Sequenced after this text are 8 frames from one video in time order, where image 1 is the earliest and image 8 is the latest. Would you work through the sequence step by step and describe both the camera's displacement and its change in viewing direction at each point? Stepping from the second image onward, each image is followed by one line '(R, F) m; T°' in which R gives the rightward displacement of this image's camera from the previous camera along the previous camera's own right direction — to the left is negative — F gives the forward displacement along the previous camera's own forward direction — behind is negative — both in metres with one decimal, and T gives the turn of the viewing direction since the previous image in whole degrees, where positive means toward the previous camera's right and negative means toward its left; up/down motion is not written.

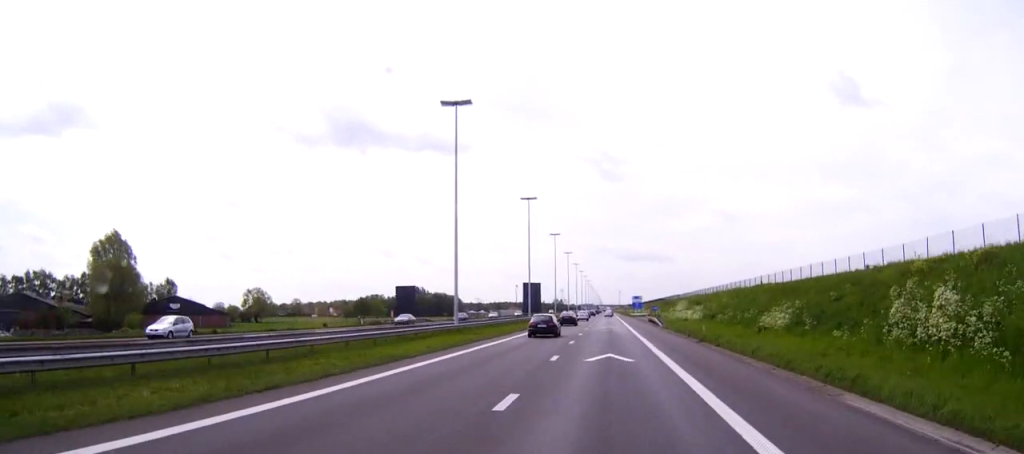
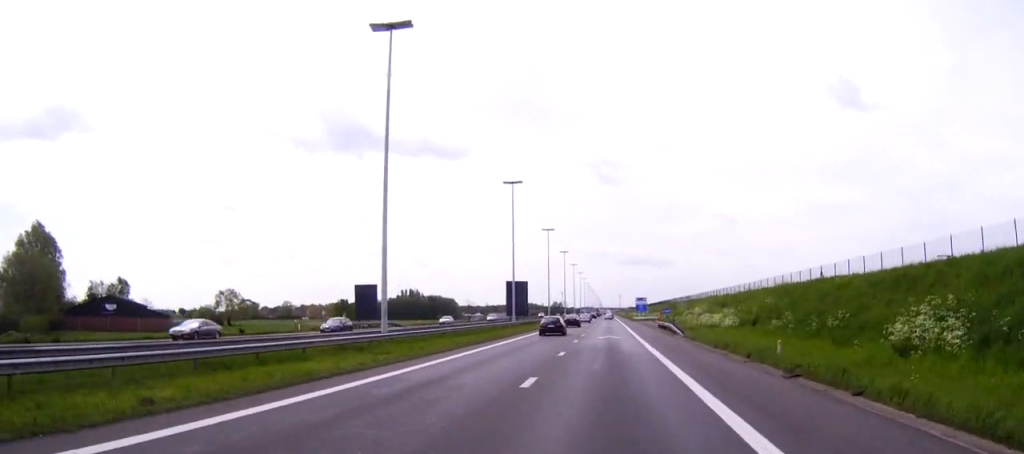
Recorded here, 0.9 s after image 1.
(0.0, +20.8) m; 0°
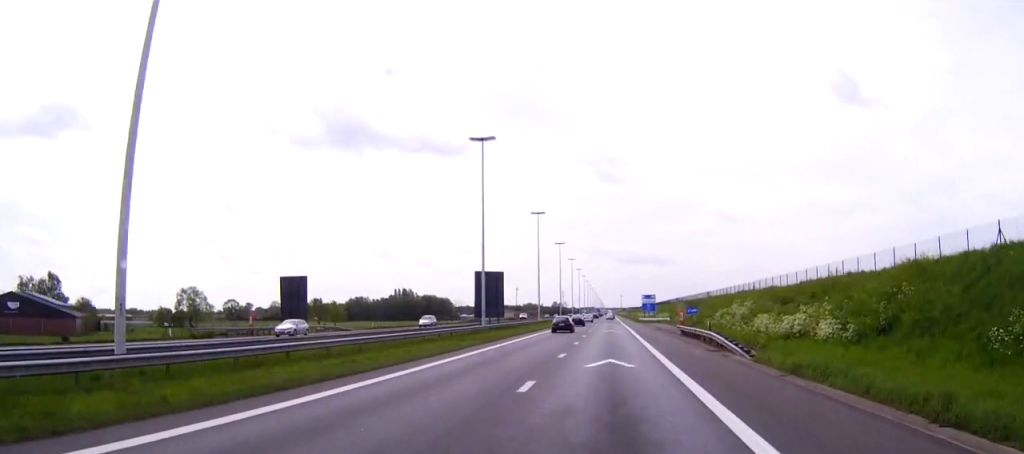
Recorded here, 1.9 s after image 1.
(0.0, +25.7) m; 0°
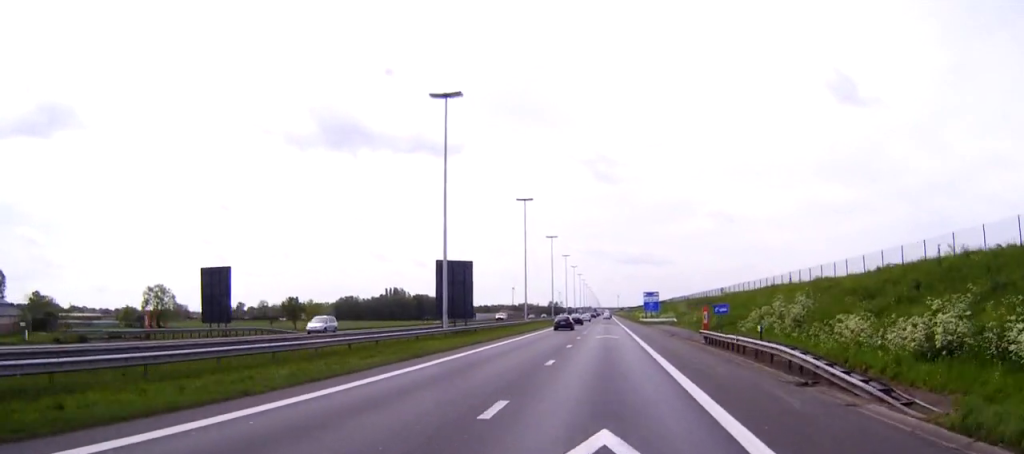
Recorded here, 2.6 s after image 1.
(0.0, +16.8) m; 0°
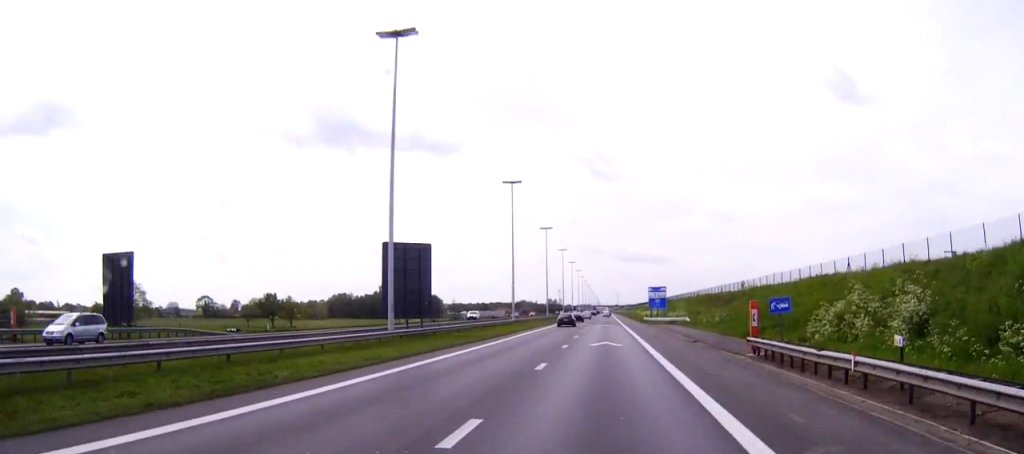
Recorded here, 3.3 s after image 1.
(0.0, +15.2) m; 0°
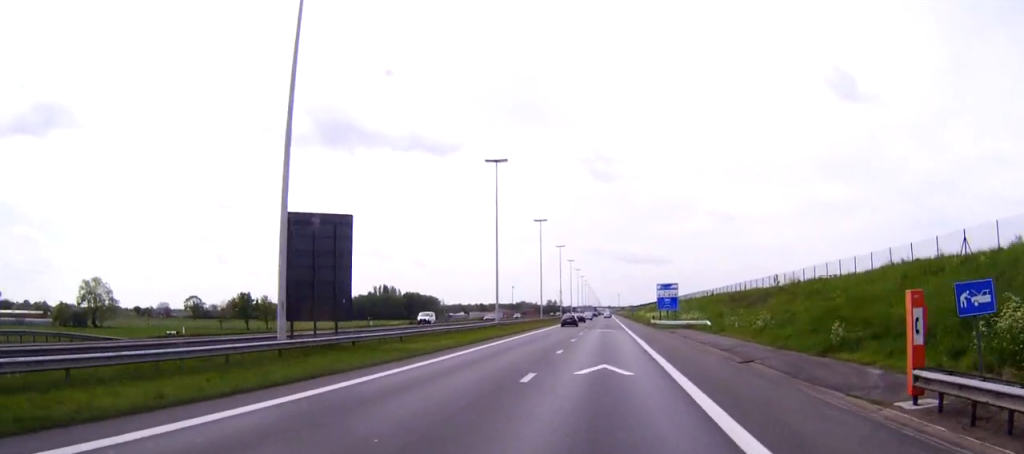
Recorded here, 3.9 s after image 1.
(0.0, +16.1) m; 0°
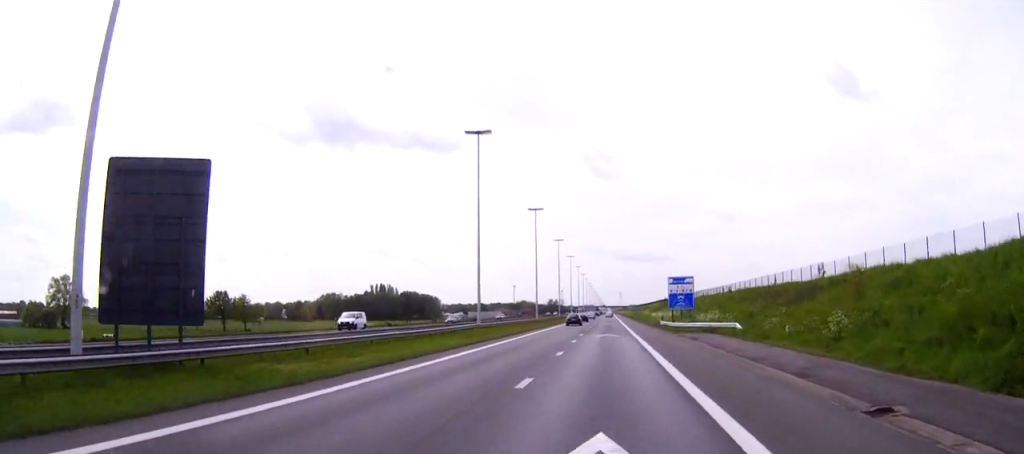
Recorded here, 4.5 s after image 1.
(0.0, +13.6) m; 0°
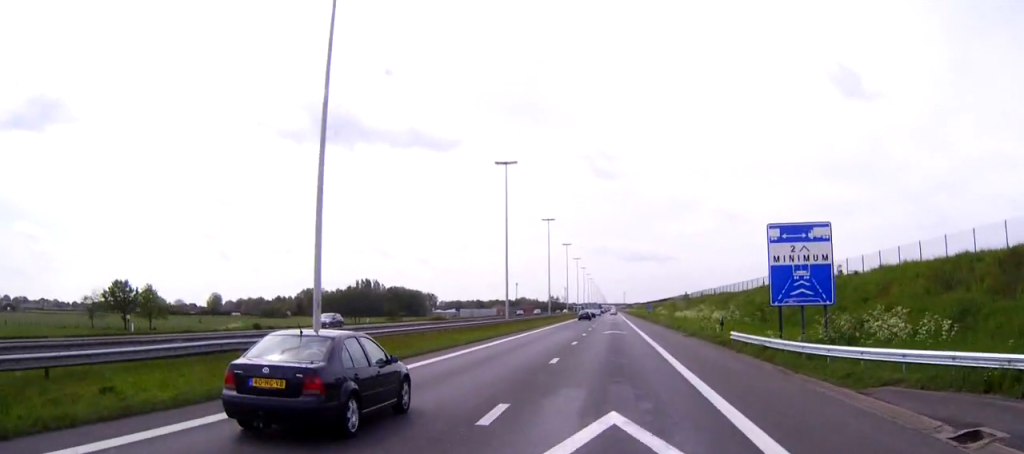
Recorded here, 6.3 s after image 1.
(0.0, +43.3) m; 0°
